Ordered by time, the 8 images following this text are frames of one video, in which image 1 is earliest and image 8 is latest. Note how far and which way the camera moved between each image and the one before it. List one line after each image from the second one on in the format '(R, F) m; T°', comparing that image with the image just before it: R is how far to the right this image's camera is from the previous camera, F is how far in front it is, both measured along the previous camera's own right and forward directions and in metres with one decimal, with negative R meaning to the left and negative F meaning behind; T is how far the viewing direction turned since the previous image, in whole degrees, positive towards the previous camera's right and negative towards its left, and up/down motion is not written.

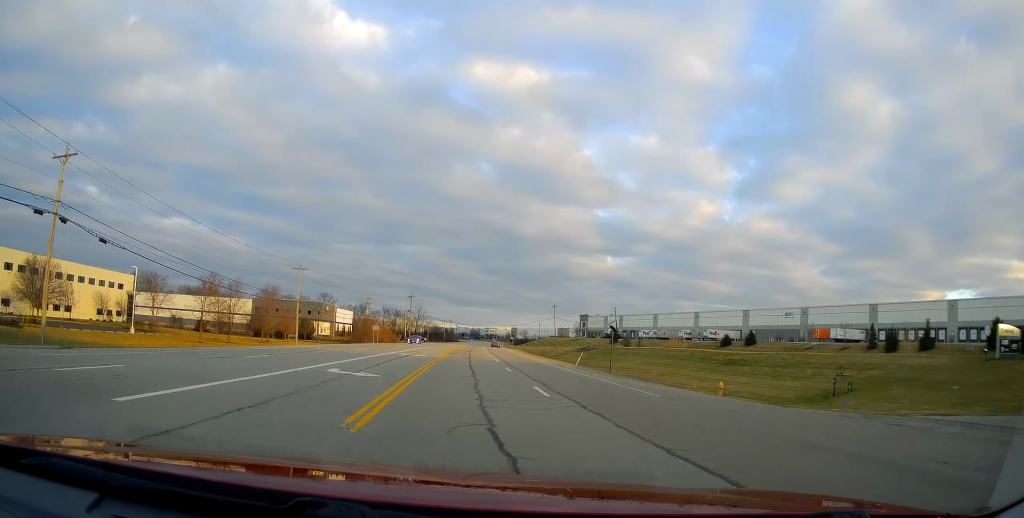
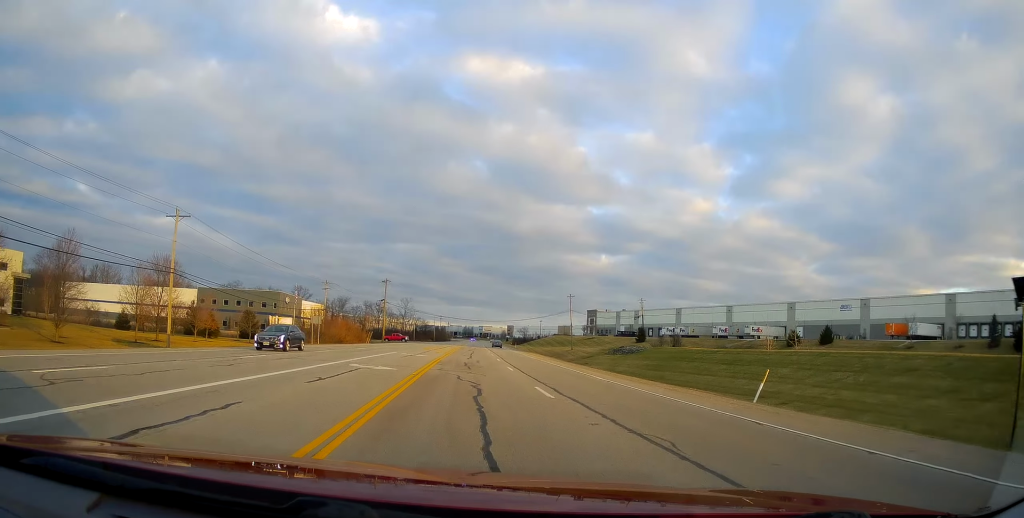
(-0.2, +36.5) m; -2°
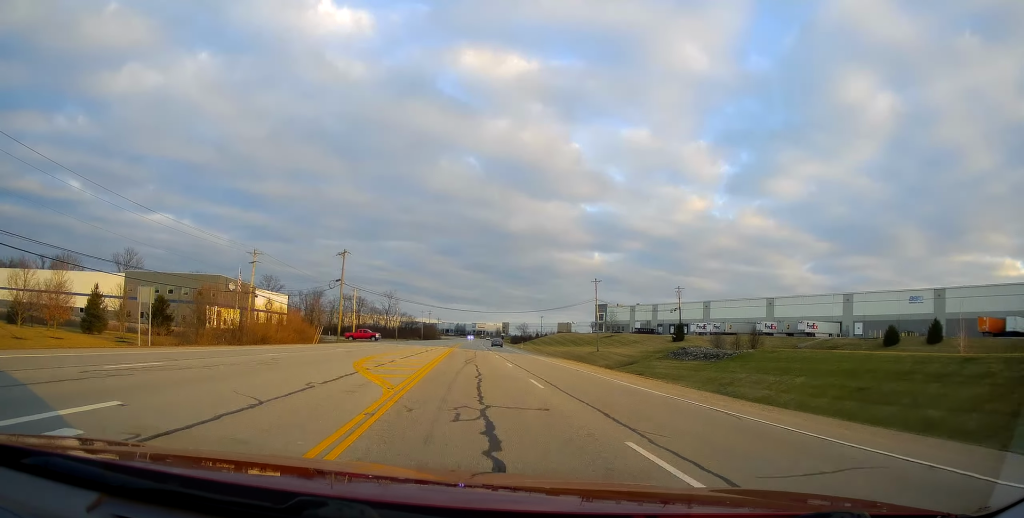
(+0.1, +34.0) m; +2°
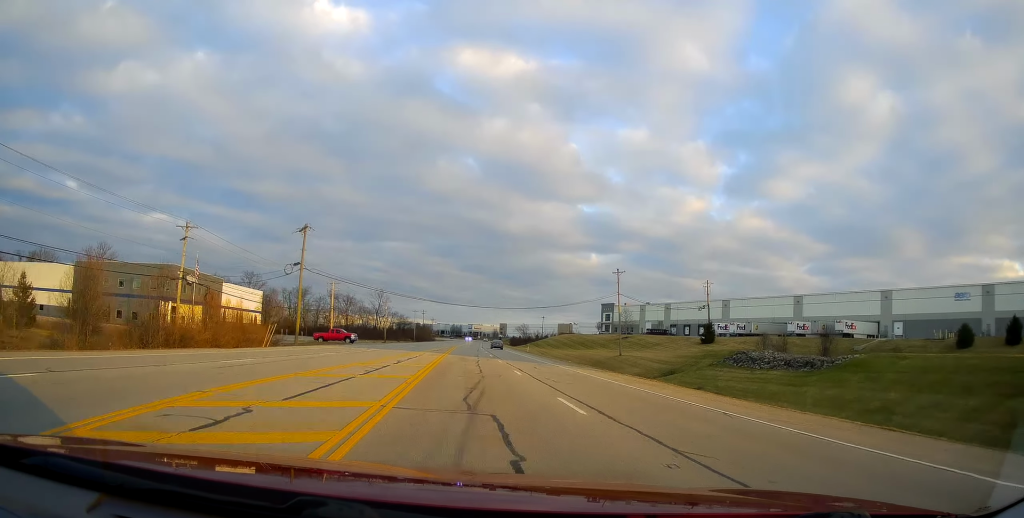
(+0.4, +17.9) m; +1°
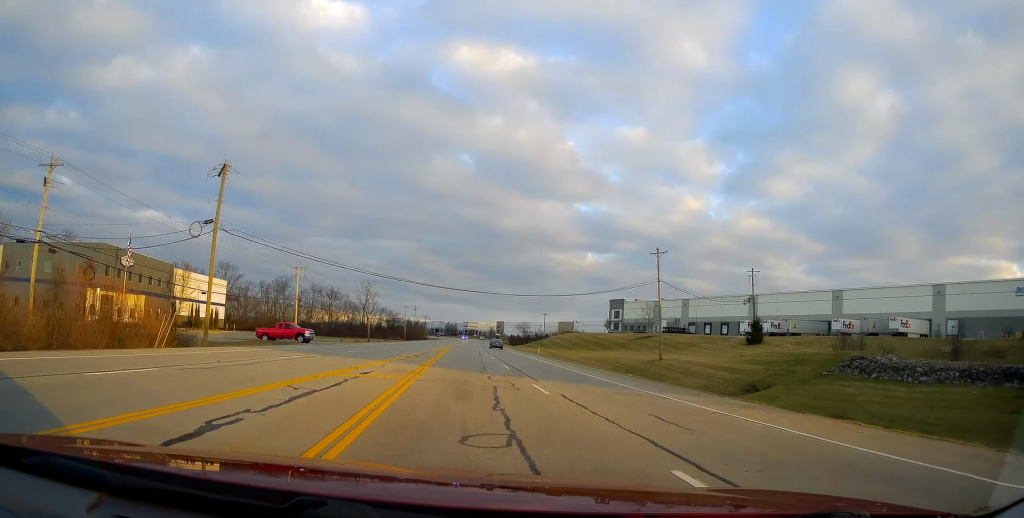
(0.0, +20.5) m; 0°
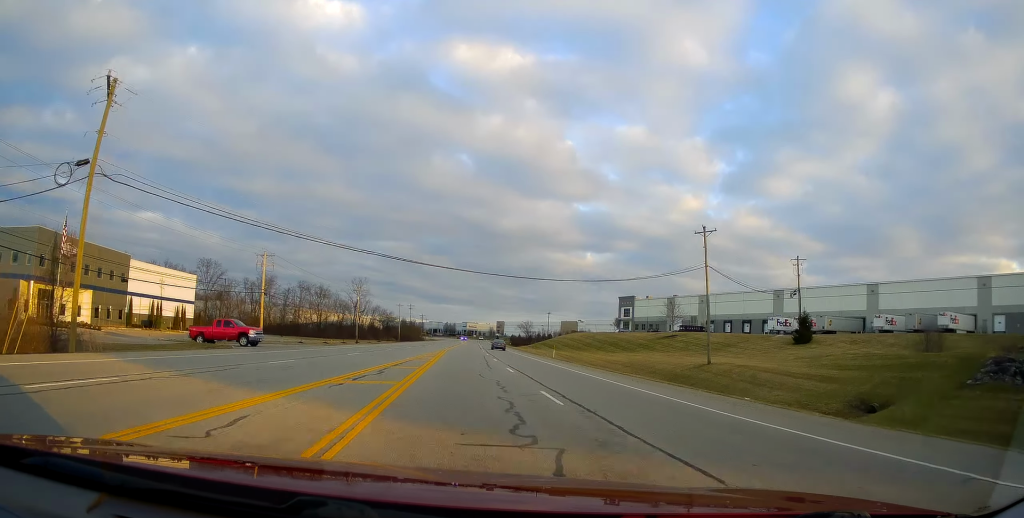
(0.0, +14.6) m; 0°
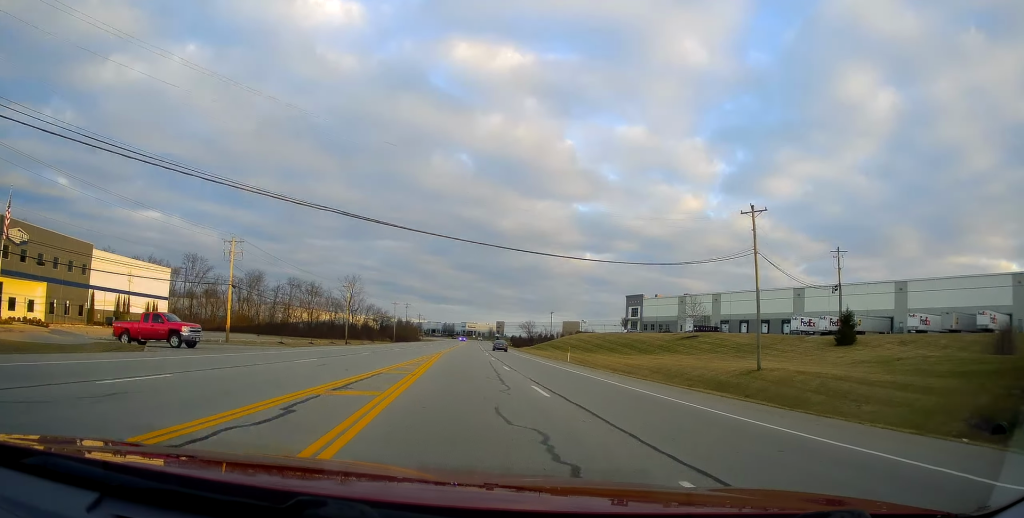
(-0.1, +10.3) m; 0°
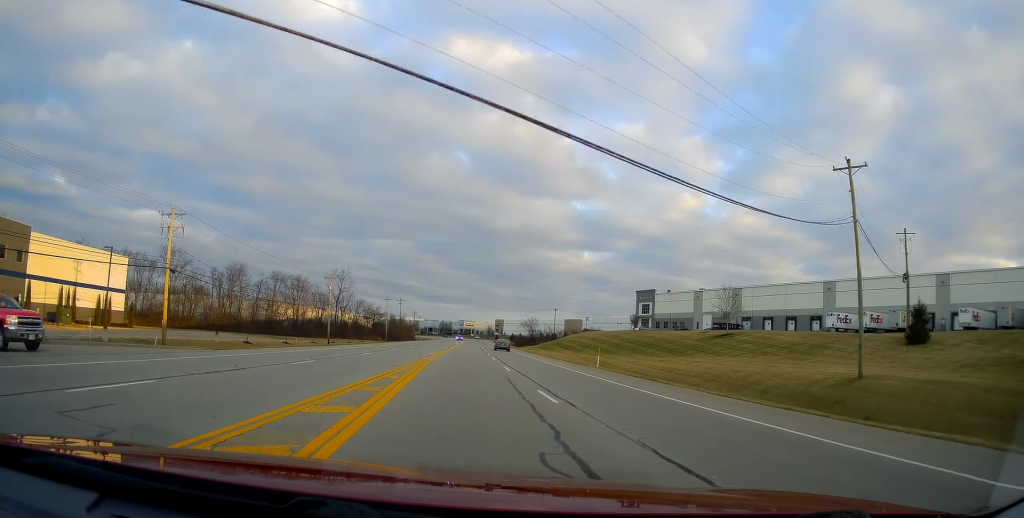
(+0.1, +13.8) m; +1°
